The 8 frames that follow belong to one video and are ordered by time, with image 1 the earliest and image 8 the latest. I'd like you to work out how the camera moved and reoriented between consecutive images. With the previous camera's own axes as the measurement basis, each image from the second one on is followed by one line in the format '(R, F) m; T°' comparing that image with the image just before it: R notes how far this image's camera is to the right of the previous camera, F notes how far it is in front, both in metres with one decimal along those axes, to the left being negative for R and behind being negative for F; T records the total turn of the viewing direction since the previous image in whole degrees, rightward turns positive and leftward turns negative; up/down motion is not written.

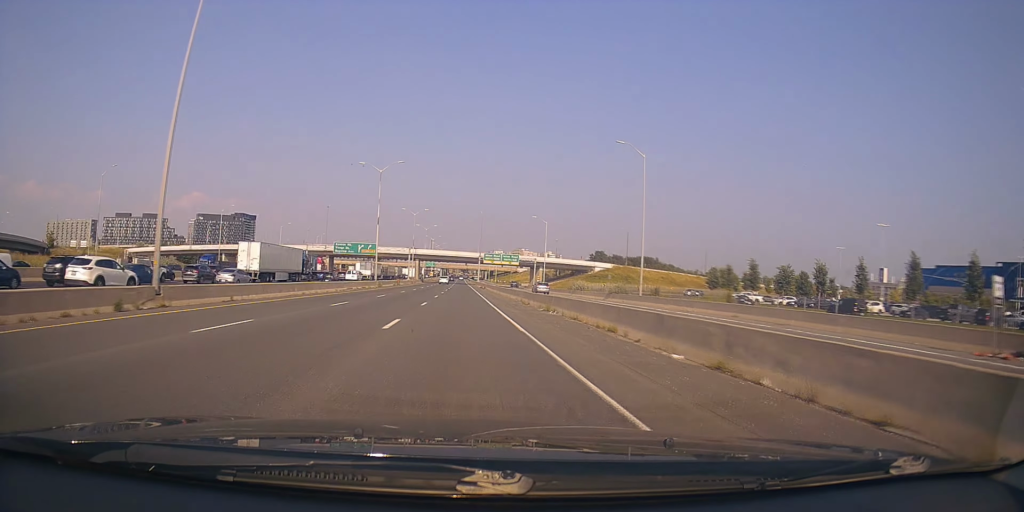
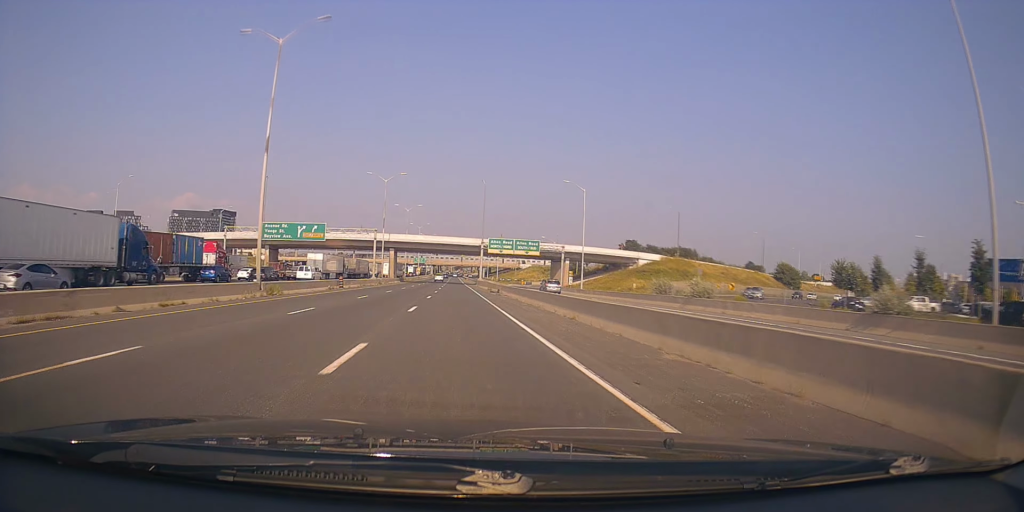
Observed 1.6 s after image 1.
(0.0, +43.8) m; +1°
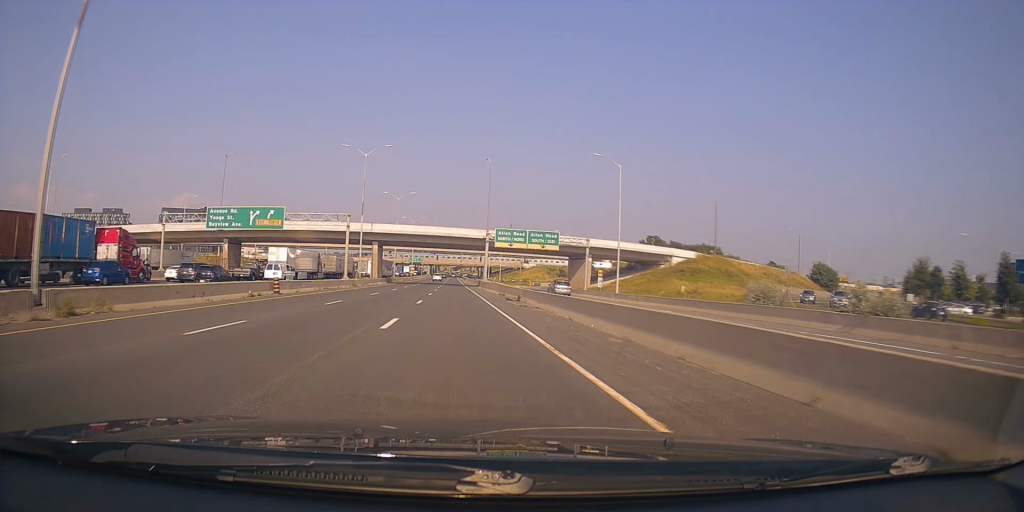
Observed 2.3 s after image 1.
(+0.5, +19.2) m; 0°
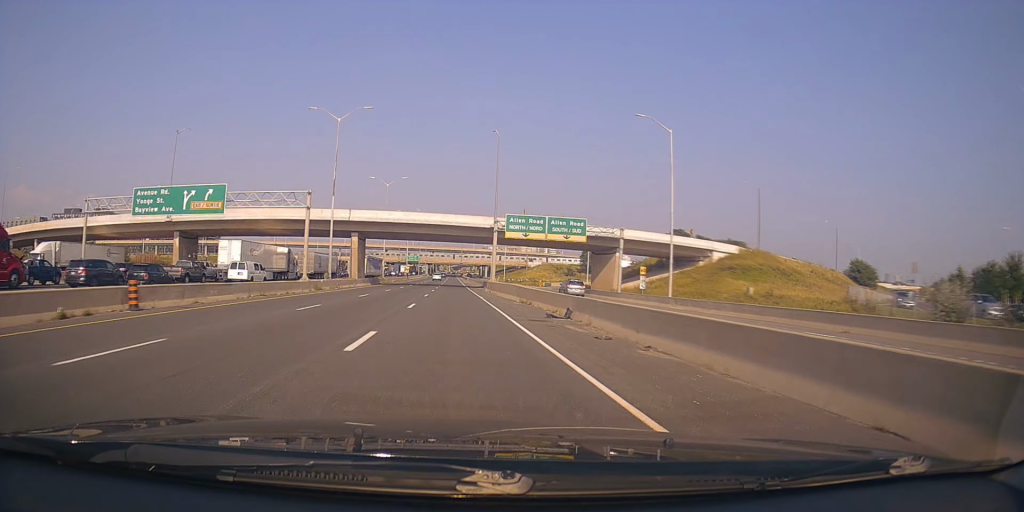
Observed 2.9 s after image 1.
(-0.6, +16.4) m; 0°
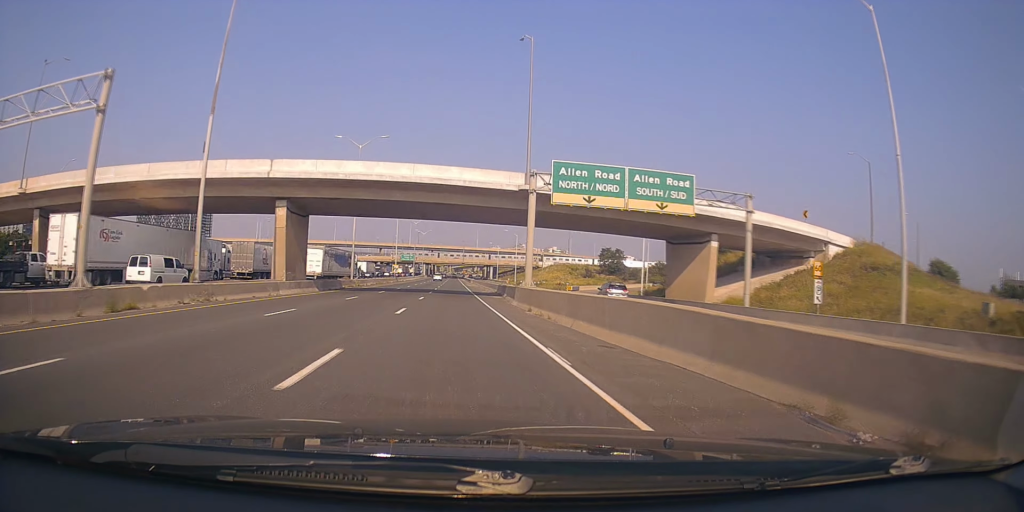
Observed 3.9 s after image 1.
(+0.5, +28.1) m; 0°
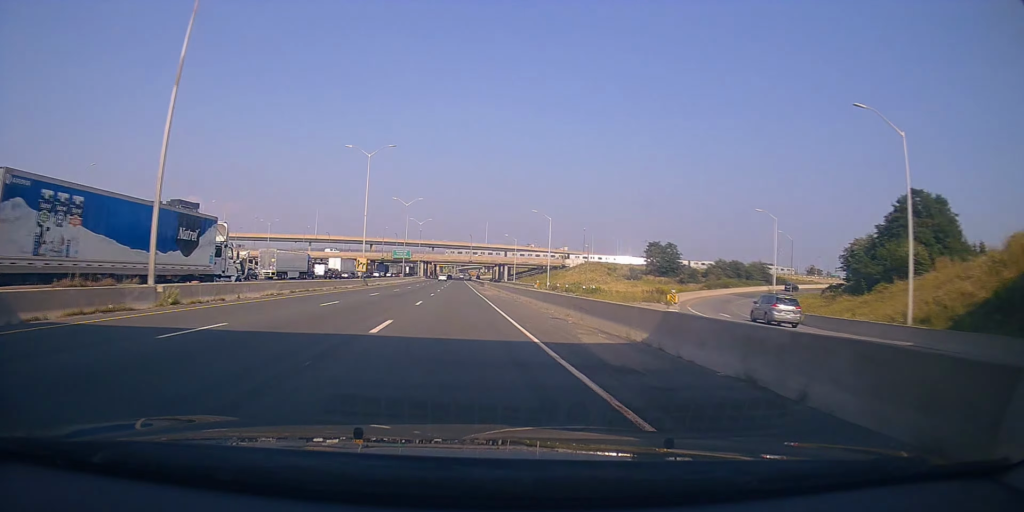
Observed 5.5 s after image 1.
(-0.4, +43.6) m; 0°
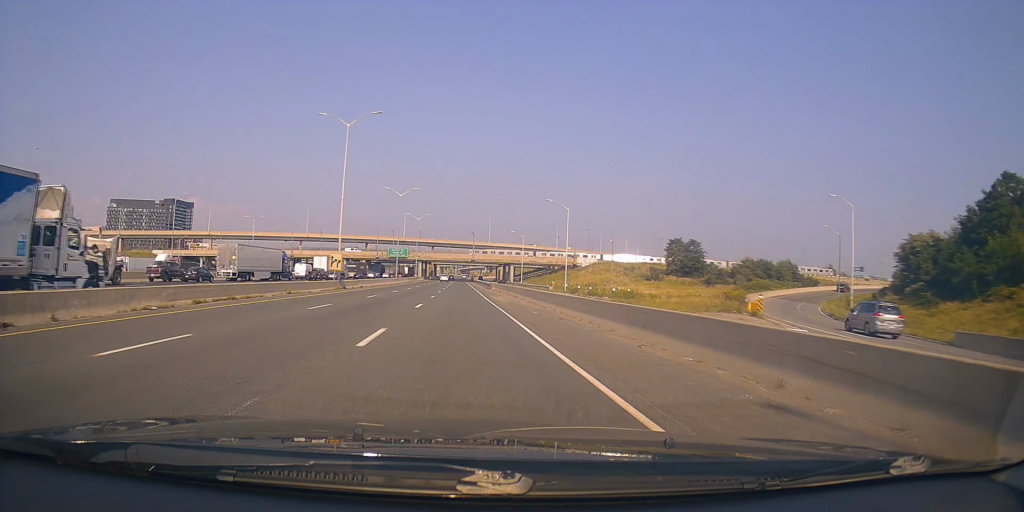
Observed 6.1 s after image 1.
(+0.4, +14.5) m; 0°
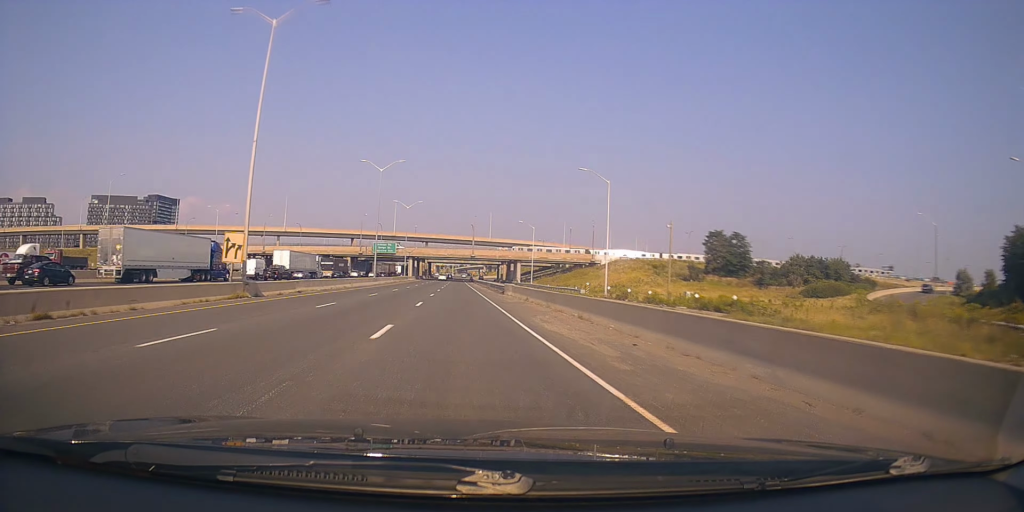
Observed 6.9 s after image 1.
(-0.3, +23.6) m; -1°
